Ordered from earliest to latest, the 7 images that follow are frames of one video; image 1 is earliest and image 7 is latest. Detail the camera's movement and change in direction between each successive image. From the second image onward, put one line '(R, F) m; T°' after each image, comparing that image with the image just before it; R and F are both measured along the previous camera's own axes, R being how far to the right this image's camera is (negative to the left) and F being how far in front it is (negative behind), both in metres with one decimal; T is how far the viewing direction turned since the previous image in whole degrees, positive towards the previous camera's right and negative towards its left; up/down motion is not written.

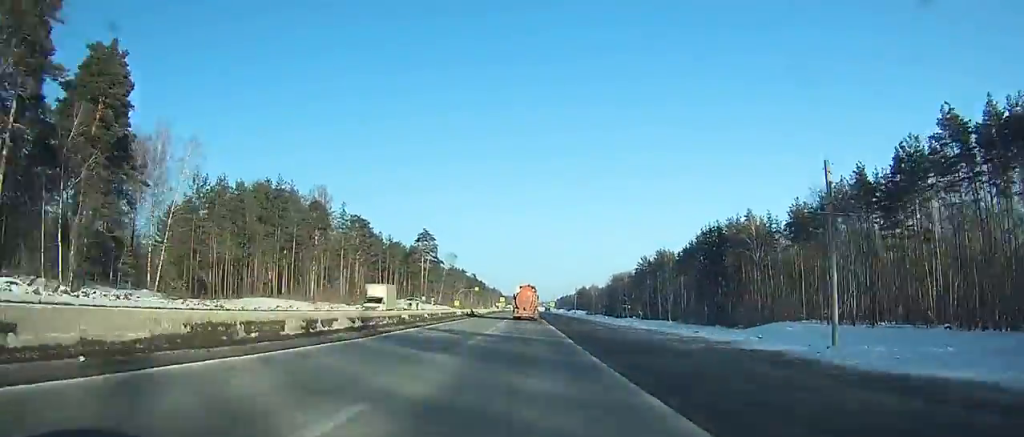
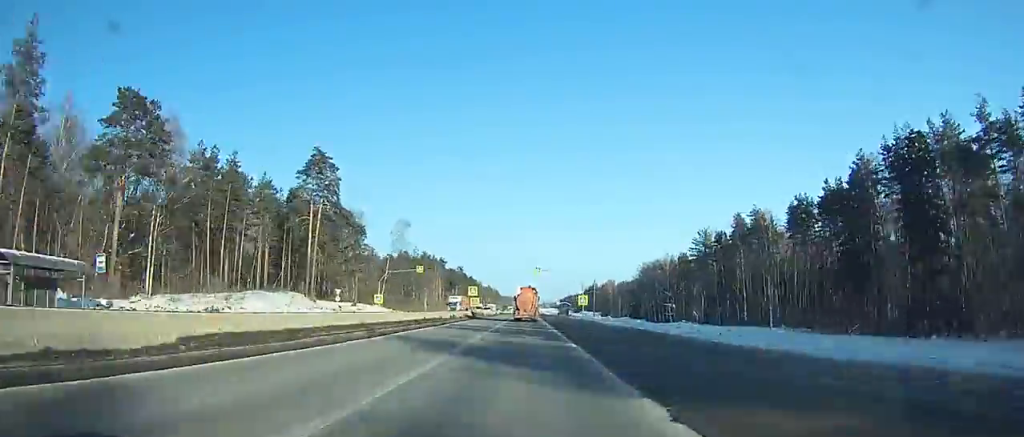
(0.0, +88.6) m; 0°
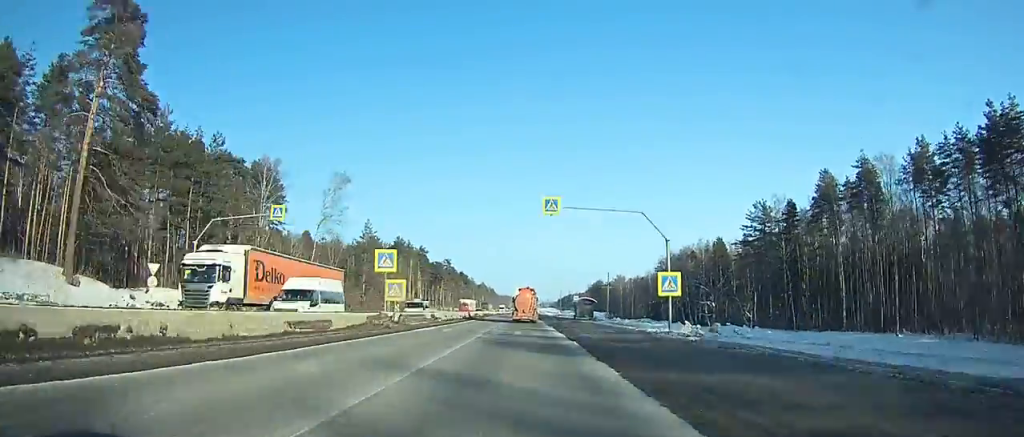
(-0.2, +47.2) m; -1°
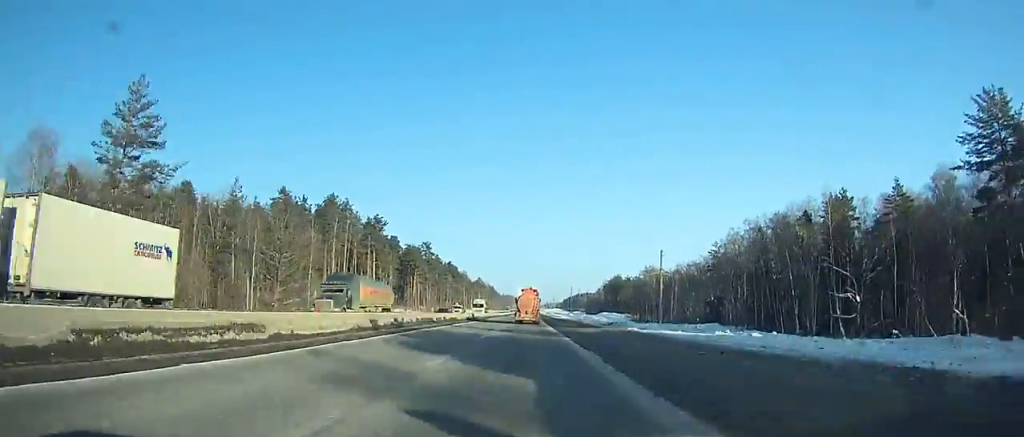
(-0.7, +76.7) m; 0°
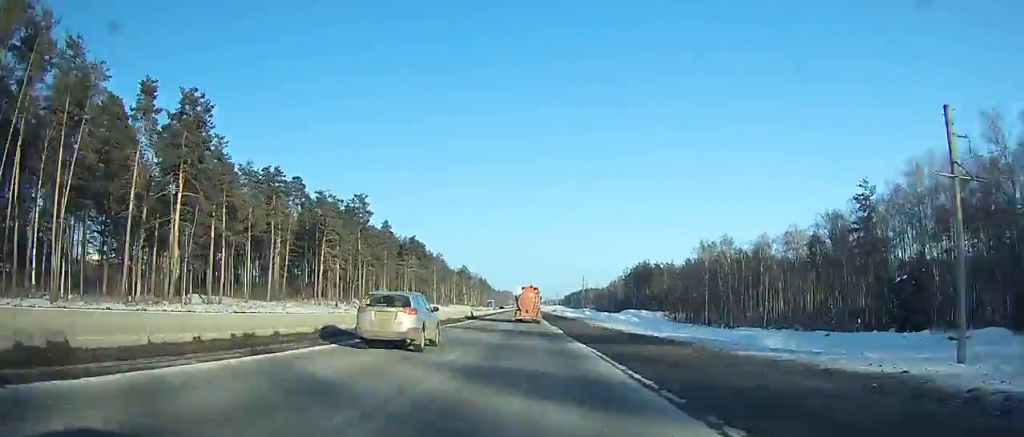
(+1.8, +98.9) m; +1°
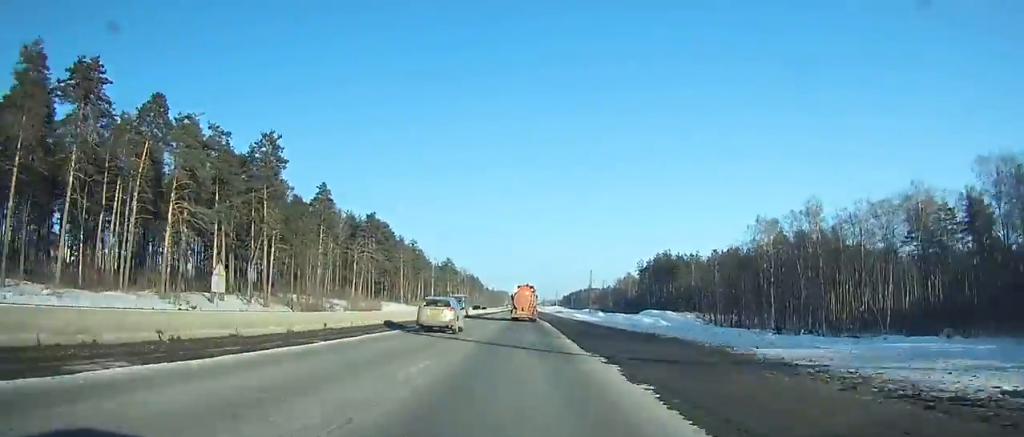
(-0.2, +53.2) m; 0°
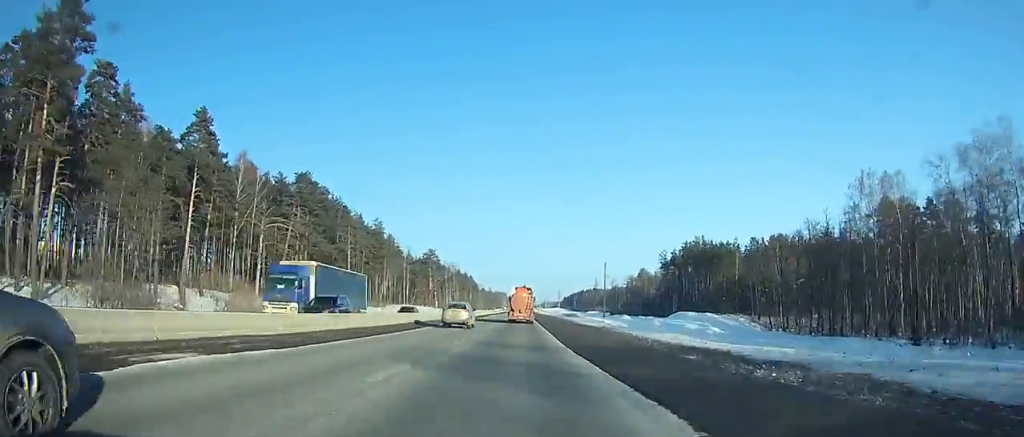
(-0.2, +49.7) m; 0°
